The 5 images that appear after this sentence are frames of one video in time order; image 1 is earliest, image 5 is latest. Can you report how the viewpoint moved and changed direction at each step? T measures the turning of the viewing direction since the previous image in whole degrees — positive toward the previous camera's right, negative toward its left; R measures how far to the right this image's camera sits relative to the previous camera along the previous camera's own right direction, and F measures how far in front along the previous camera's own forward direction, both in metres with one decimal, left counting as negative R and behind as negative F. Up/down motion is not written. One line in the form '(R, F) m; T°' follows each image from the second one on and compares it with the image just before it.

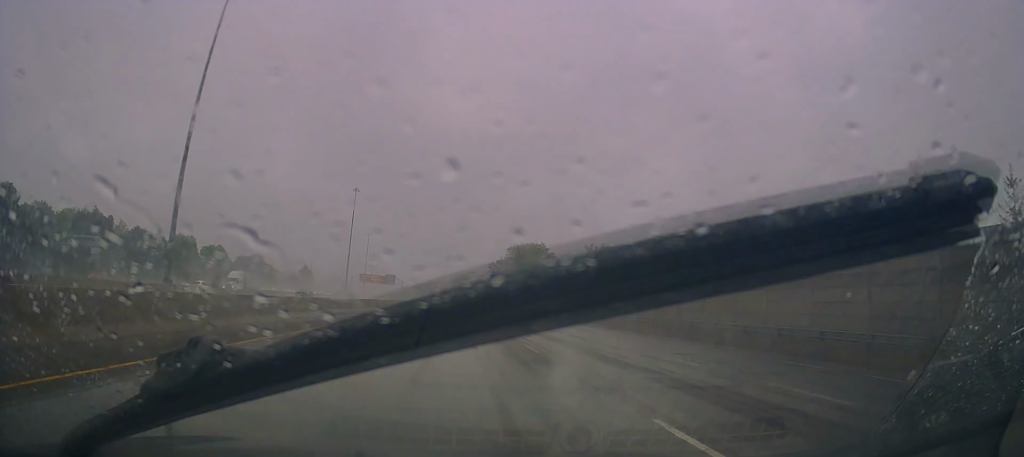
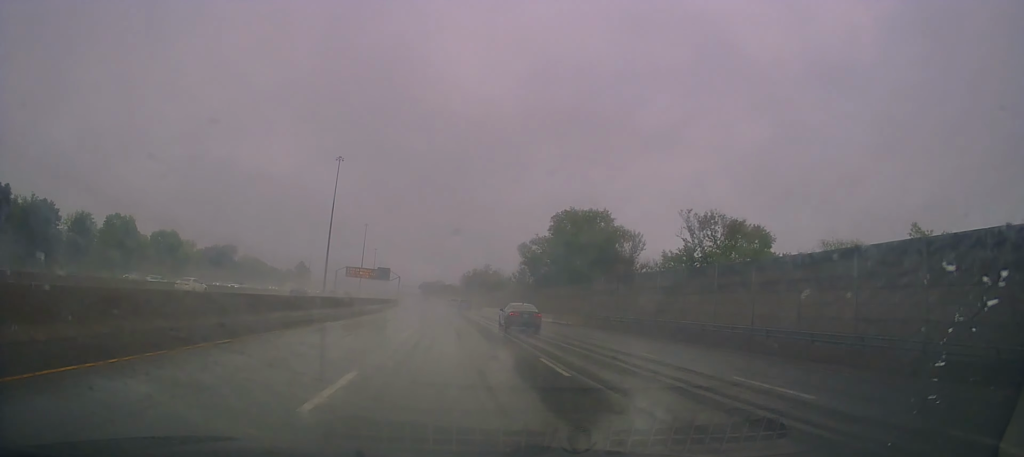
(-0.2, +41.6) m; -2°
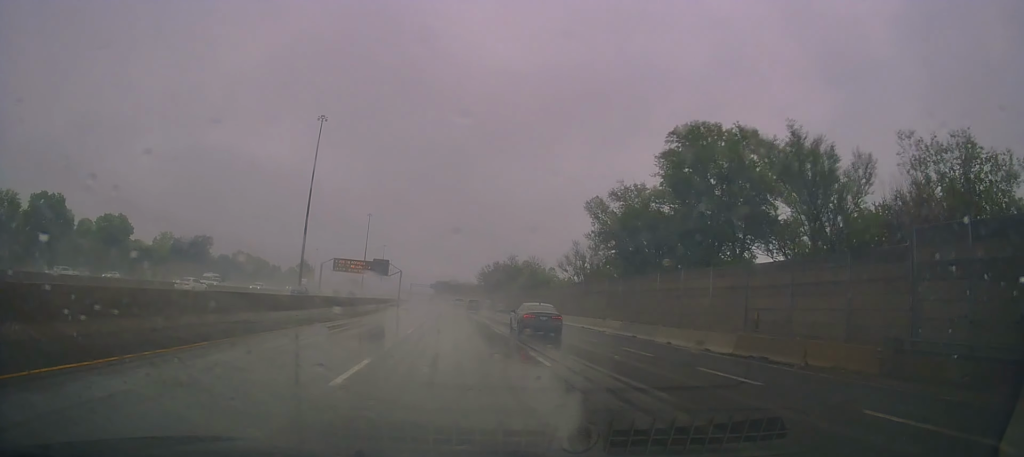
(-0.8, +35.9) m; -1°
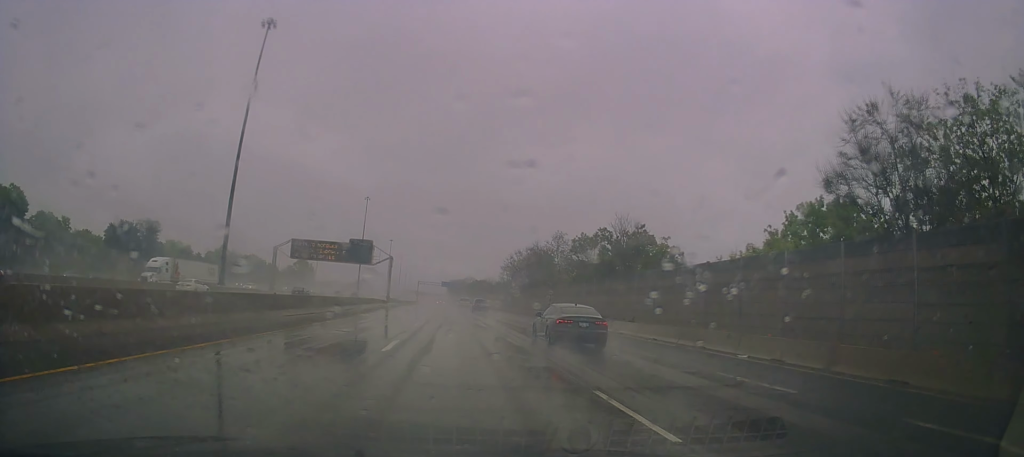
(-0.1, +43.0) m; 0°
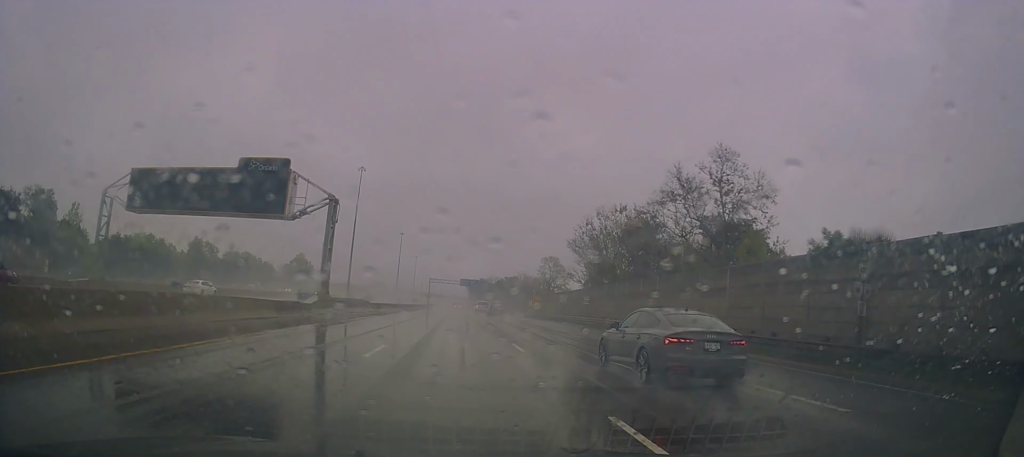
(-0.6, +51.6) m; -2°
